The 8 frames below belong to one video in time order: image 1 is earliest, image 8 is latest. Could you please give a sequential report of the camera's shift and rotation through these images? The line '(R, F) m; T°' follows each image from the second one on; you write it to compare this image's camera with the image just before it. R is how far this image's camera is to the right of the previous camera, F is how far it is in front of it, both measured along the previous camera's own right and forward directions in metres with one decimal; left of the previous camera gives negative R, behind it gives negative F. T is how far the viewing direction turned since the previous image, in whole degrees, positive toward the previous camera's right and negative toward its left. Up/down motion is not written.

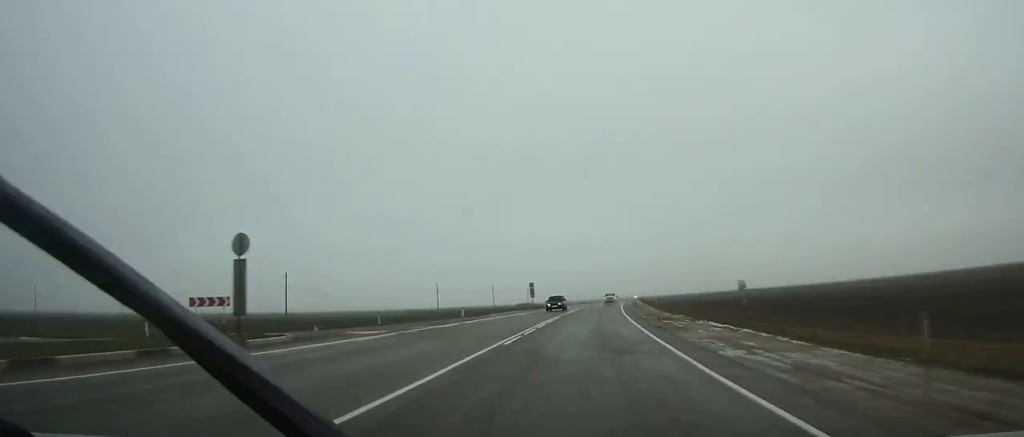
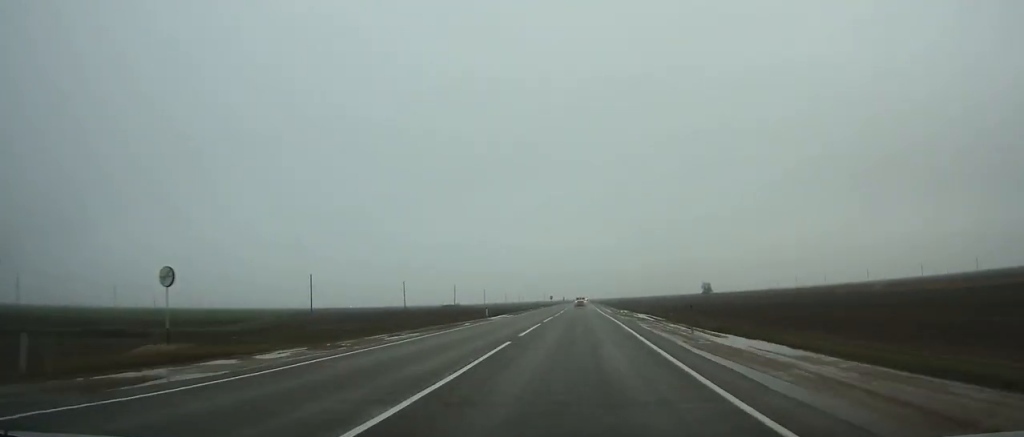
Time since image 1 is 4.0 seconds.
(+5.8, +84.0) m; +5°
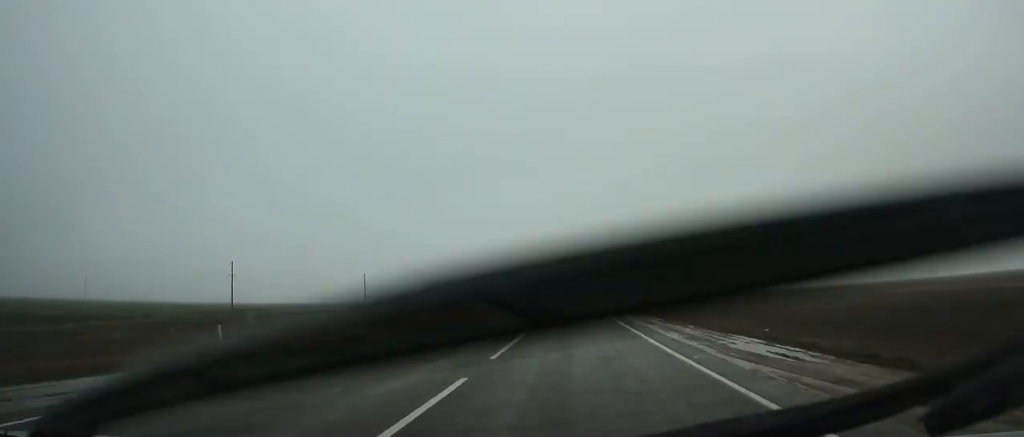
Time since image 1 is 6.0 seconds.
(+0.4, +42.9) m; +1°
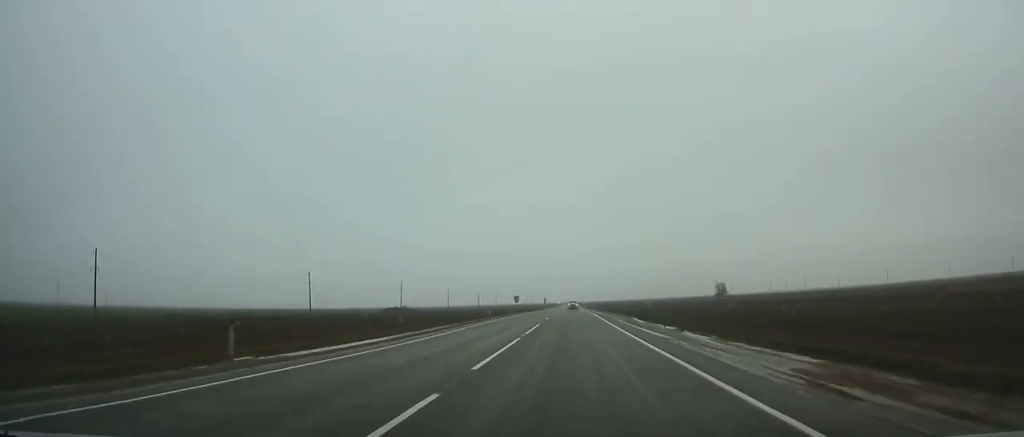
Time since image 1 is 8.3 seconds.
(+0.2, +50.0) m; 0°
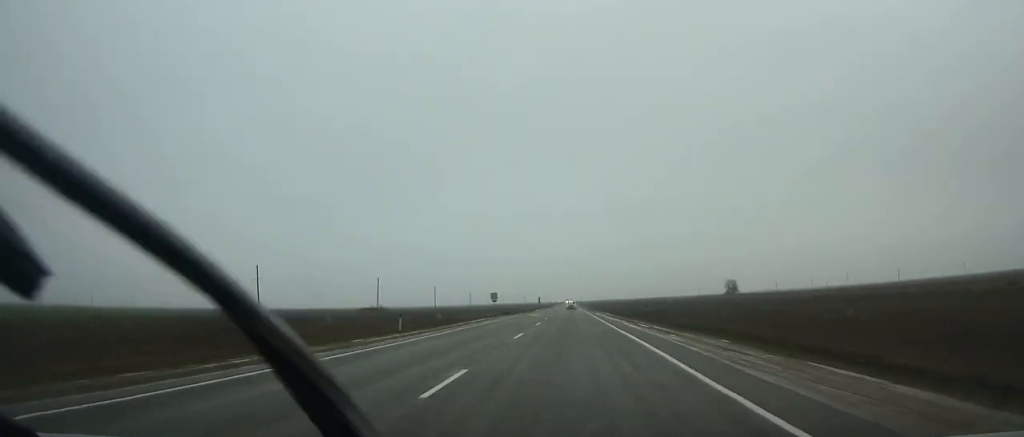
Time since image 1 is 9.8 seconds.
(0.0, +33.3) m; 0°
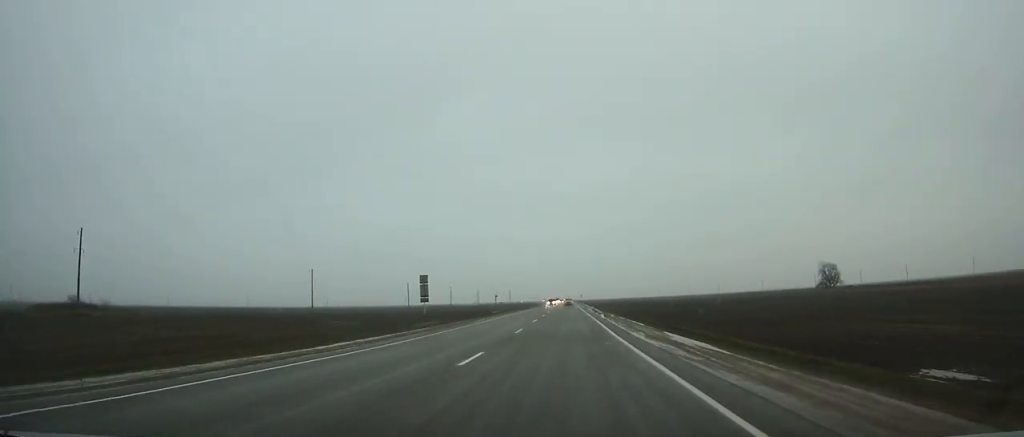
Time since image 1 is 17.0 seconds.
(+0.2, +164.0) m; 0°
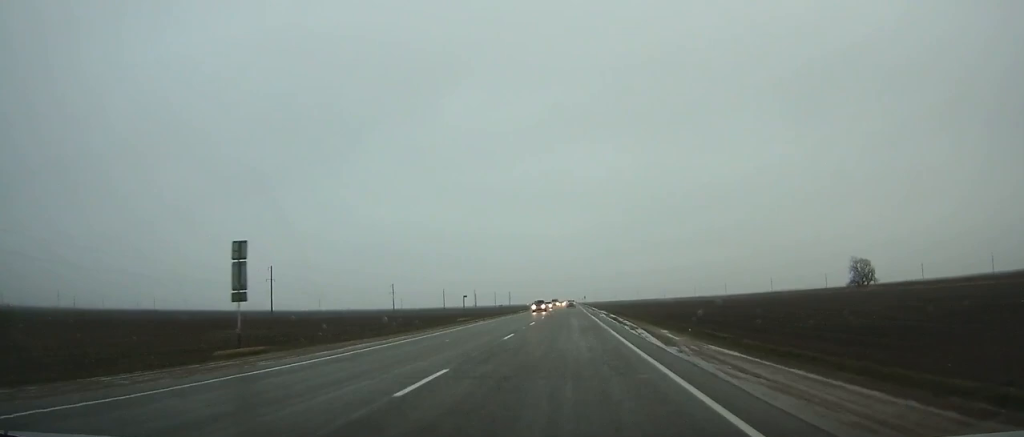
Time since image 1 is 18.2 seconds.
(0.0, +28.0) m; 0°
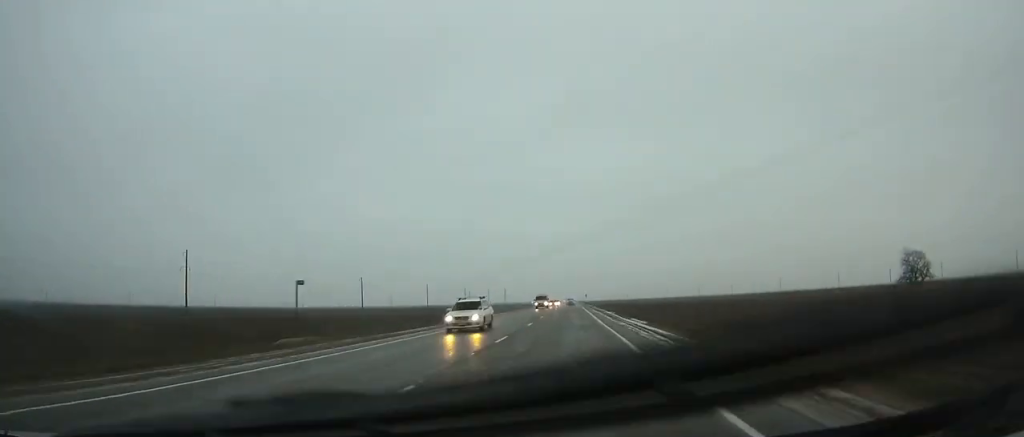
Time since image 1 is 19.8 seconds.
(-0.1, +37.6) m; 0°
